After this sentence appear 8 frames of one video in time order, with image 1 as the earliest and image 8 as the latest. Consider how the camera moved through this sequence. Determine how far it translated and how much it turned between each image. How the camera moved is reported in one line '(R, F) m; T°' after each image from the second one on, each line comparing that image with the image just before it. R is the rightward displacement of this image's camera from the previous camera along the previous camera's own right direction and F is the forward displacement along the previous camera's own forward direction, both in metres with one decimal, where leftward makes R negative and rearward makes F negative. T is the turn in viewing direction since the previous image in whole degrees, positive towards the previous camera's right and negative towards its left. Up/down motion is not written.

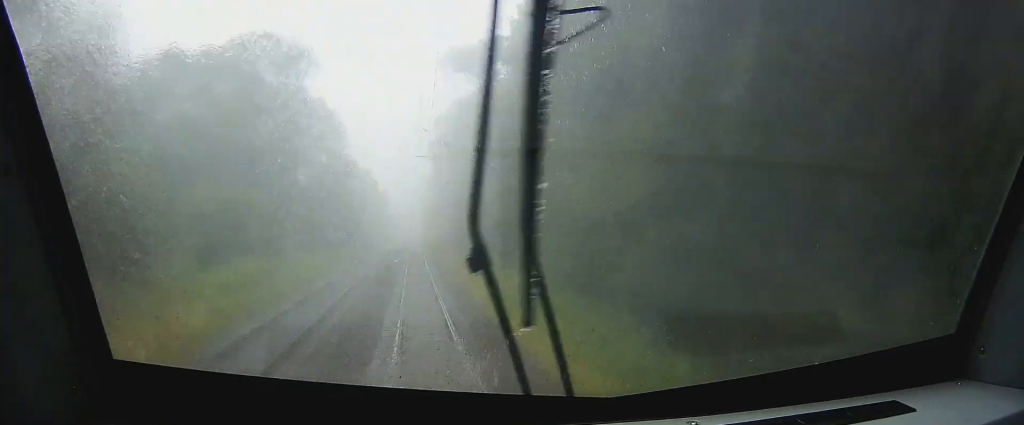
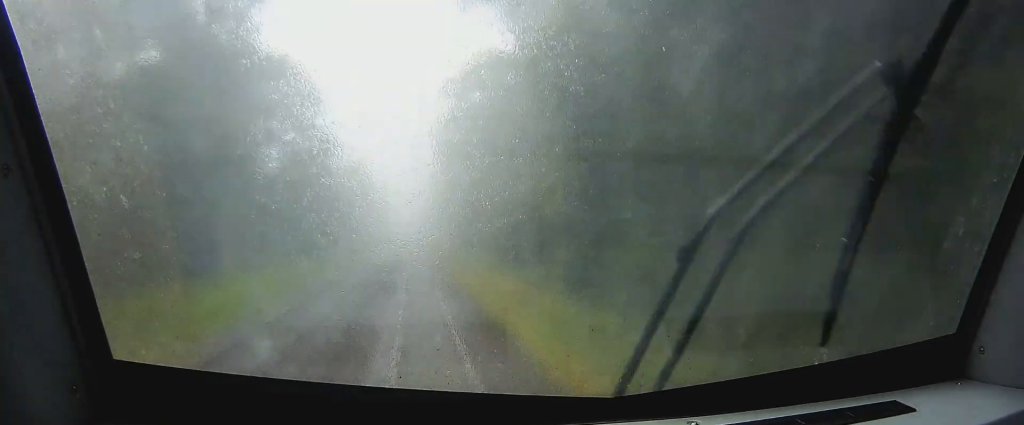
(0.0, +22.6) m; 0°
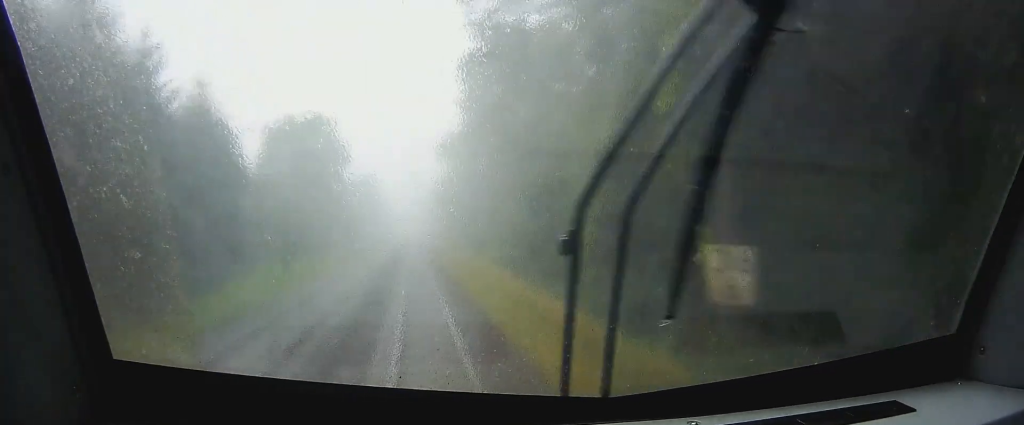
(+0.5, +64.8) m; +1°
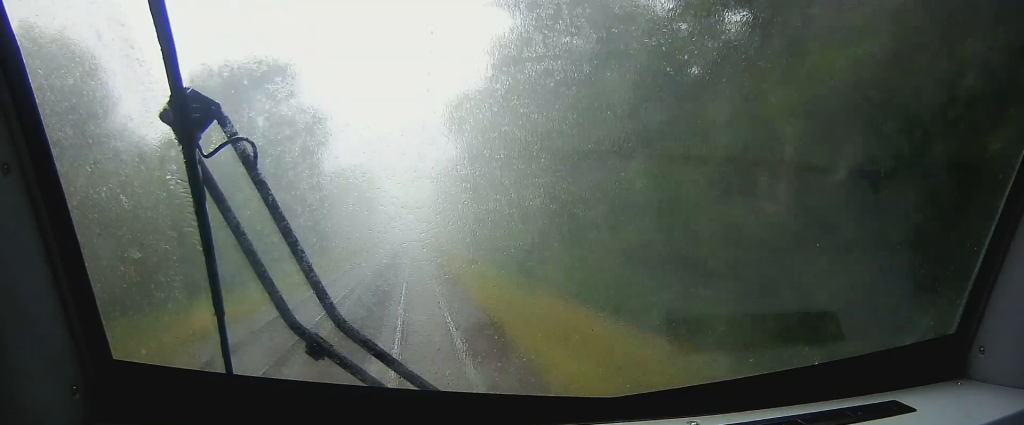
(+0.1, +31.5) m; 0°
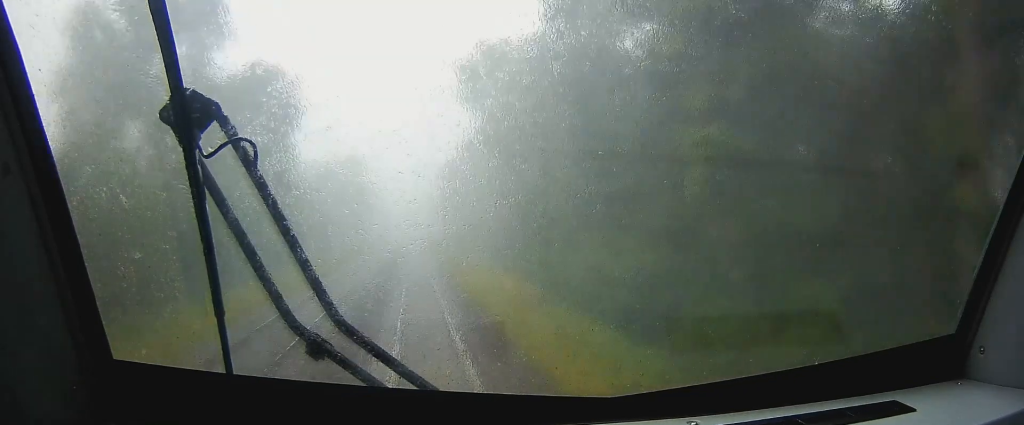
(0.0, +21.6) m; 0°
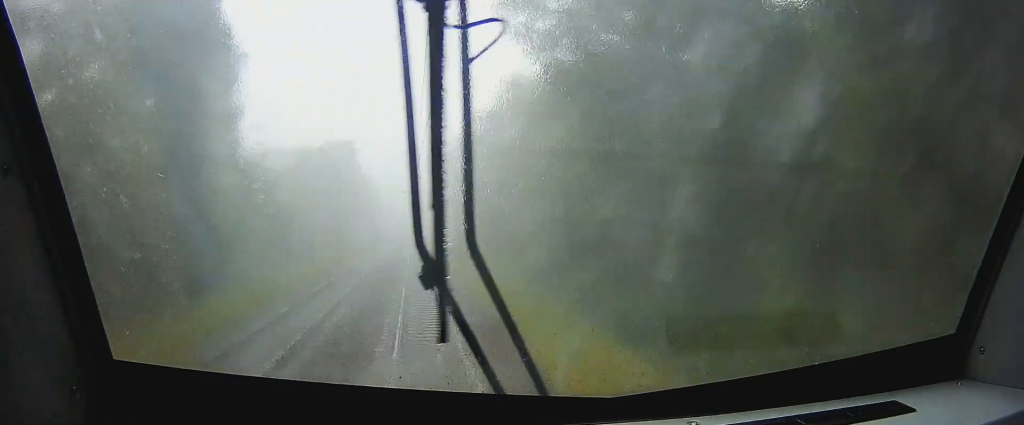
(0.0, +24.0) m; 0°
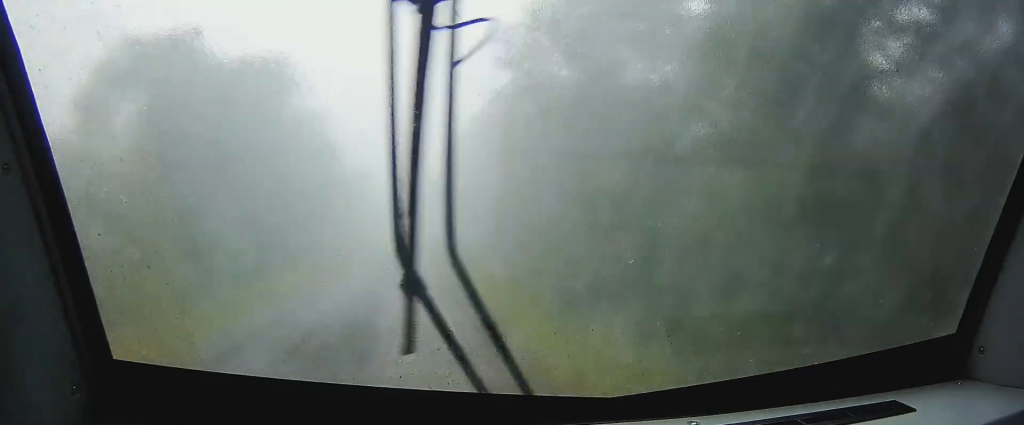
(-0.1, +59.0) m; 0°
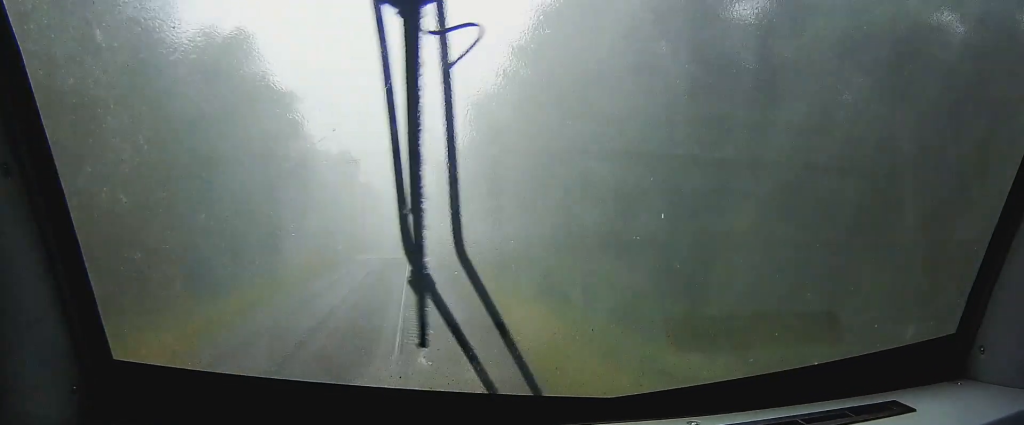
(0.0, +34.8) m; 0°
